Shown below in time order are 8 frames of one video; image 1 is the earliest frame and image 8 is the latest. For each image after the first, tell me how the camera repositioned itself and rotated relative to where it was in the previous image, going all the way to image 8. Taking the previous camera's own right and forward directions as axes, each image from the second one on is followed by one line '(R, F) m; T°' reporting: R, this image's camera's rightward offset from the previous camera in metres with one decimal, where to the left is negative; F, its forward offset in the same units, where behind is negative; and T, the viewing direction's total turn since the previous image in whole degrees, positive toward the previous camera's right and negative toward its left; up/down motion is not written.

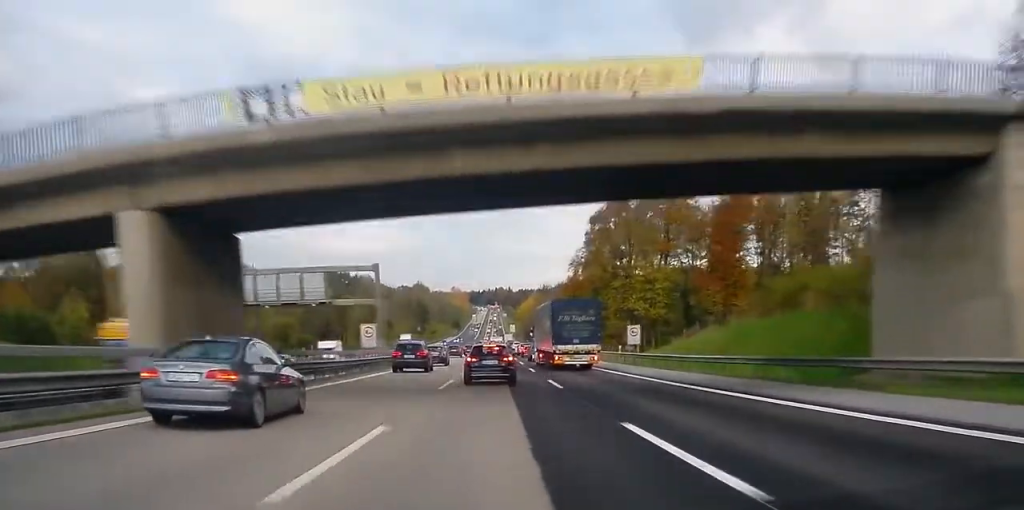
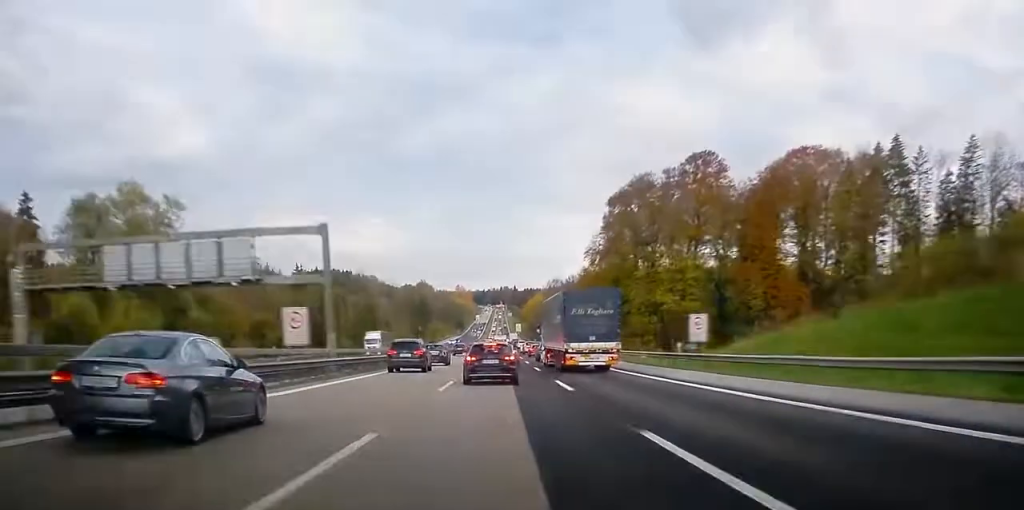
(0.0, +17.5) m; 0°
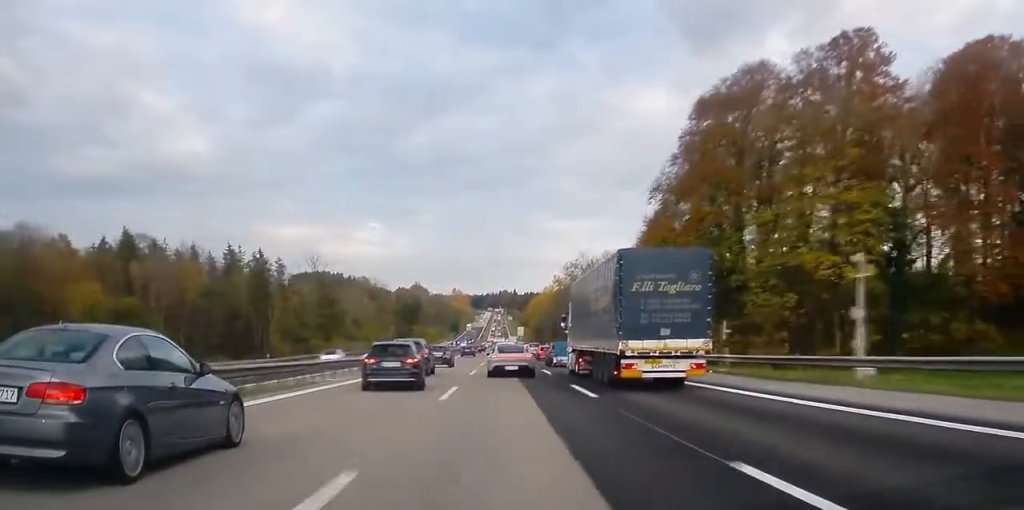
(-0.1, +54.1) m; 0°
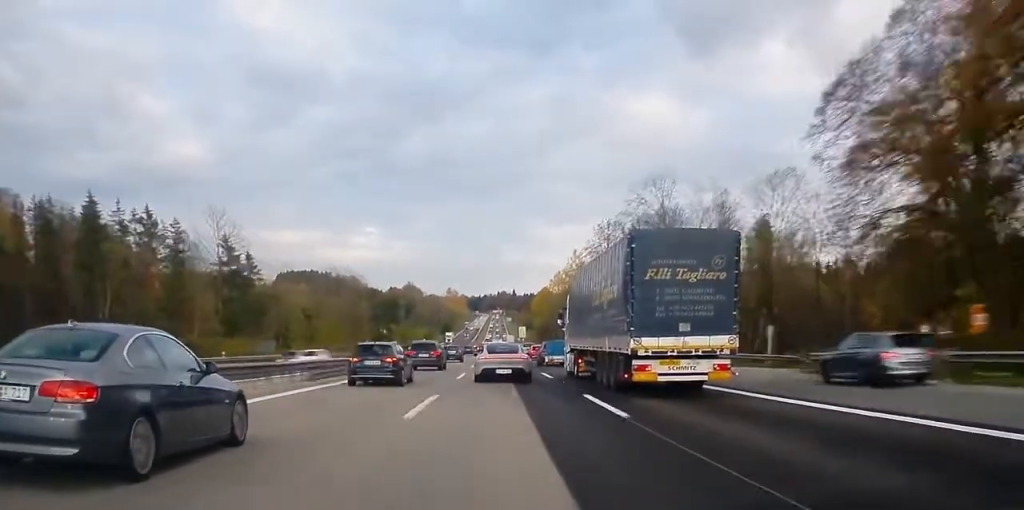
(+0.3, +59.2) m; 0°
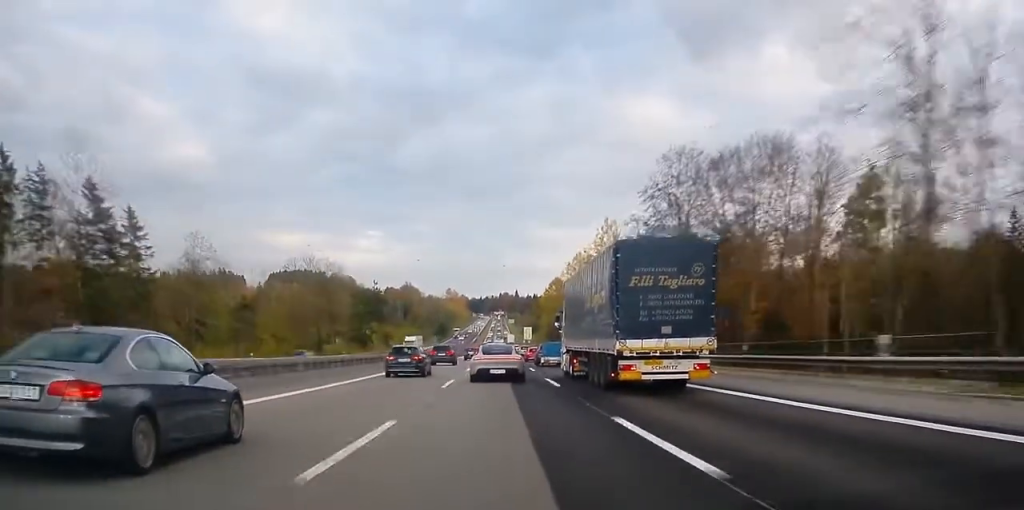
(-0.4, +42.1) m; -1°
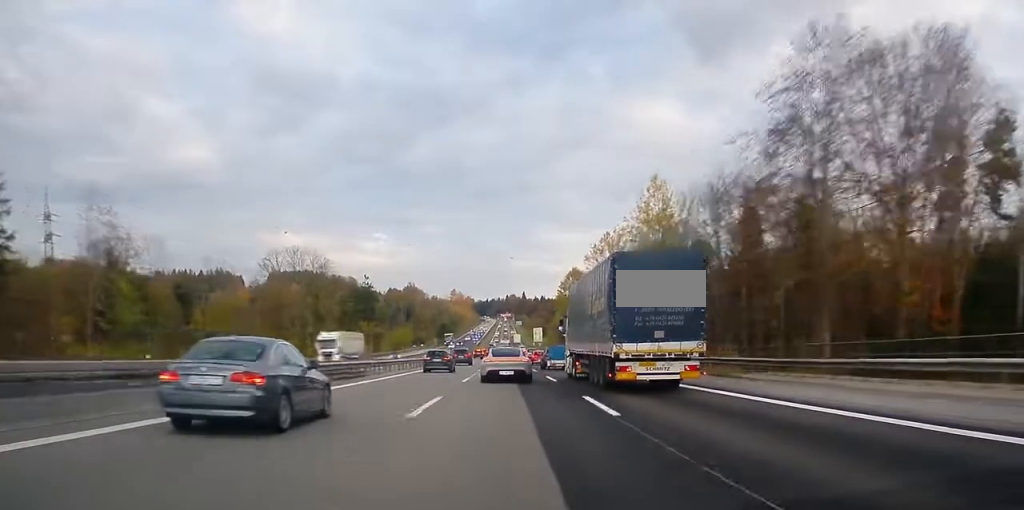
(-0.2, +28.3) m; -1°
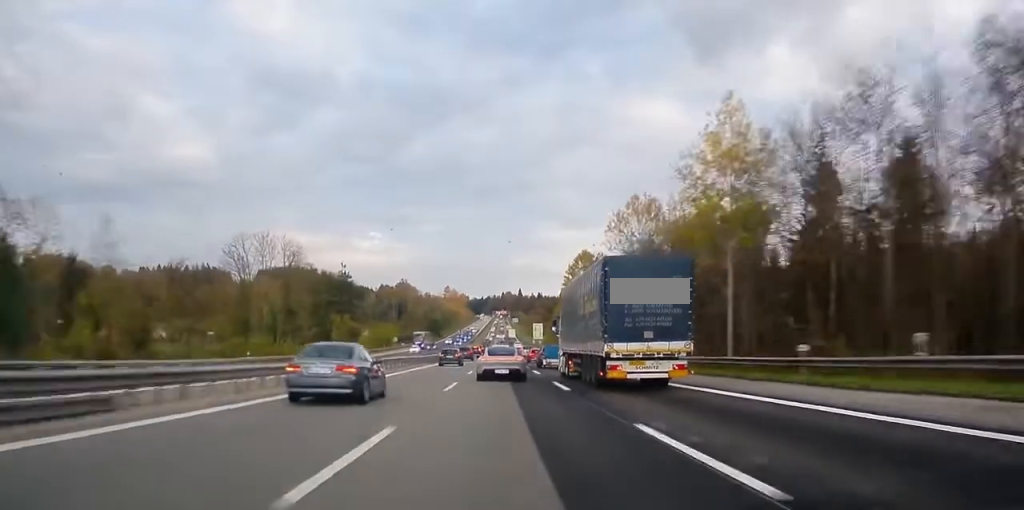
(-0.3, +26.3) m; 0°
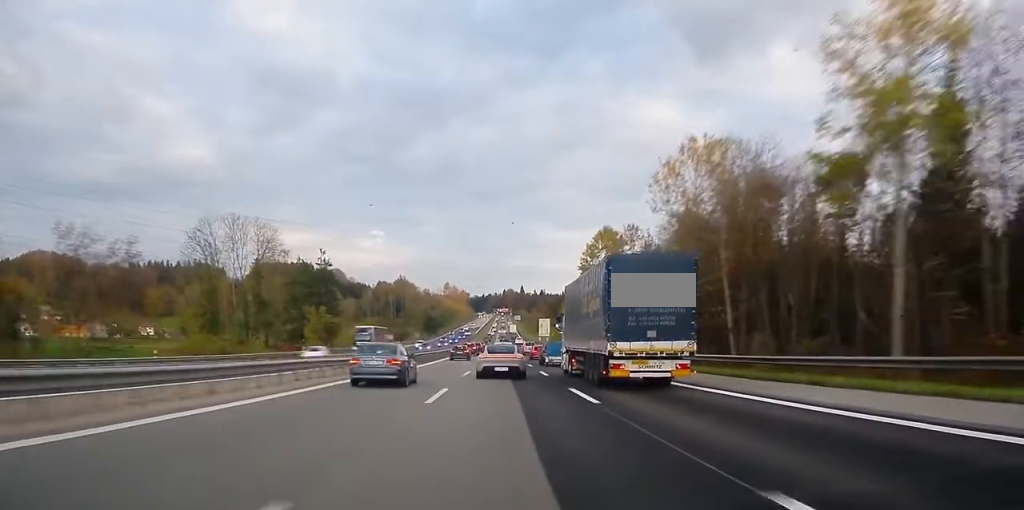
(+0.2, +23.6) m; 0°
